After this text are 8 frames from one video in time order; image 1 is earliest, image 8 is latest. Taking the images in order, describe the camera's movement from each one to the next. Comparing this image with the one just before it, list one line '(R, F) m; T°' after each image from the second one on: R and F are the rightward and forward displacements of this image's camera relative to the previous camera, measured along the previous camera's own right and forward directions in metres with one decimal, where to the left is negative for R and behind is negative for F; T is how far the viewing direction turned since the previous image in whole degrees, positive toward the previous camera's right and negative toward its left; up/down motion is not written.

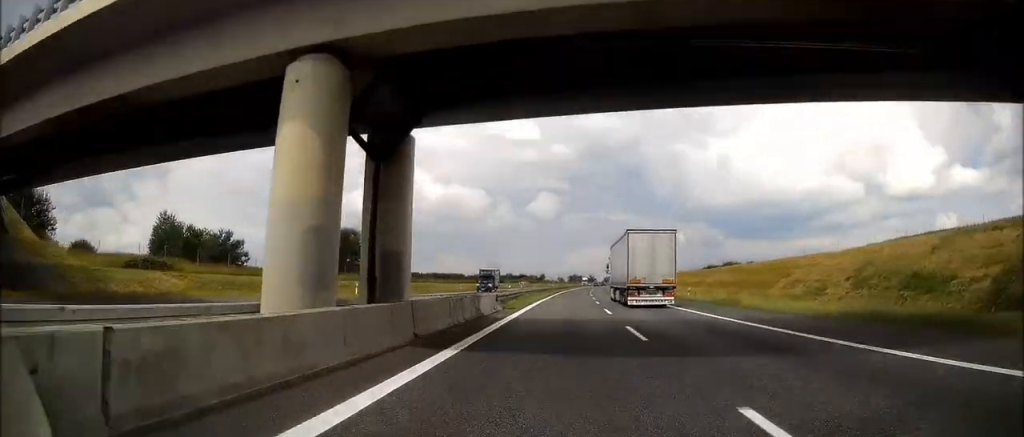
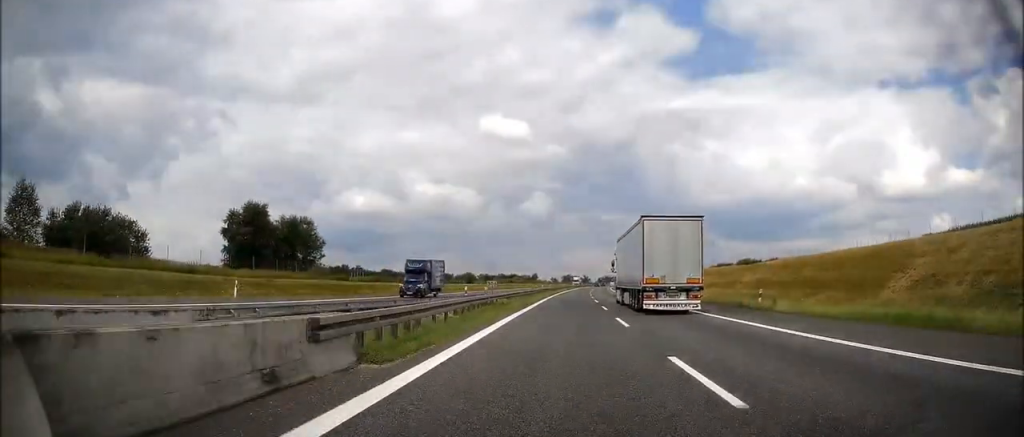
(+0.1, +19.7) m; 0°
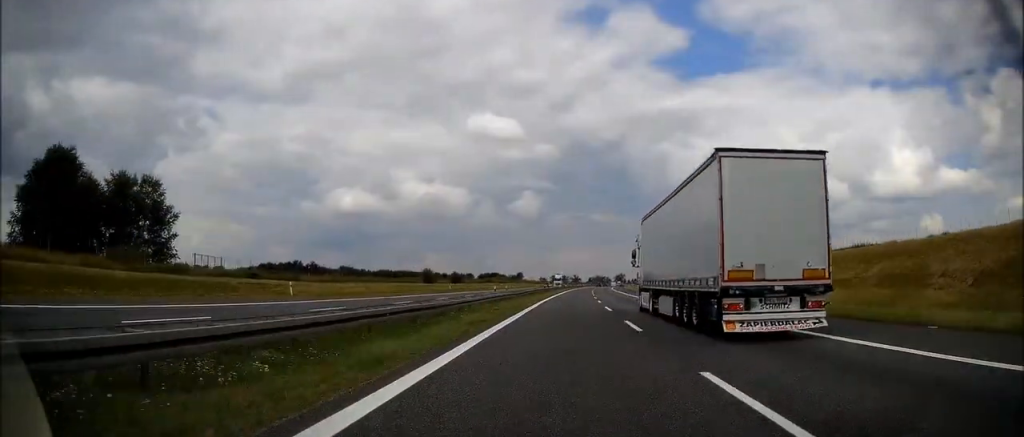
(+0.4, +38.2) m; +1°
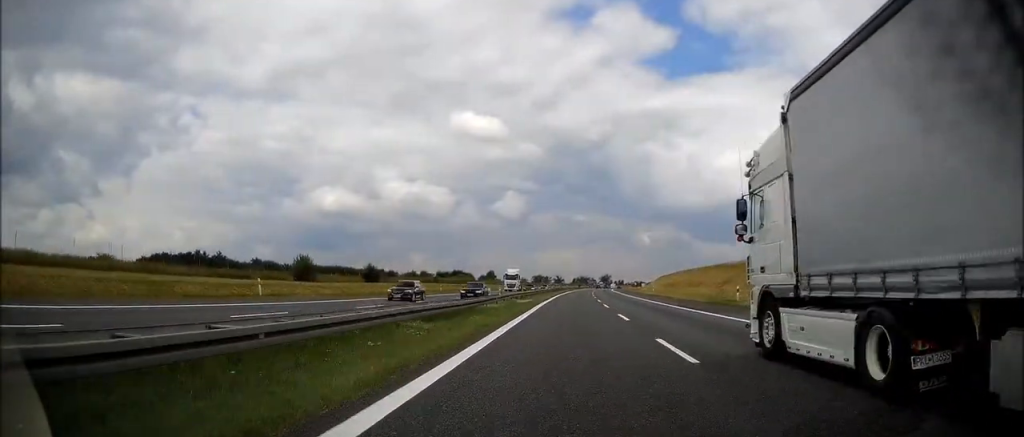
(+0.6, +54.2) m; +2°
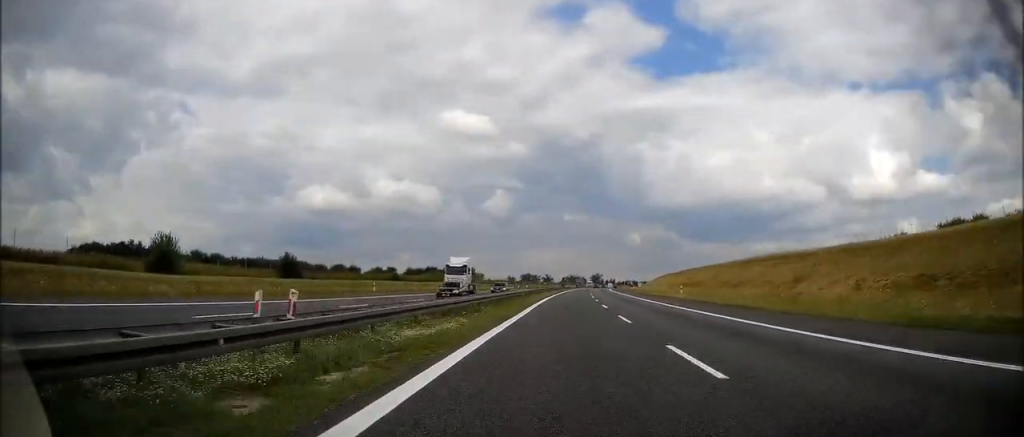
(+0.3, +25.9) m; +1°
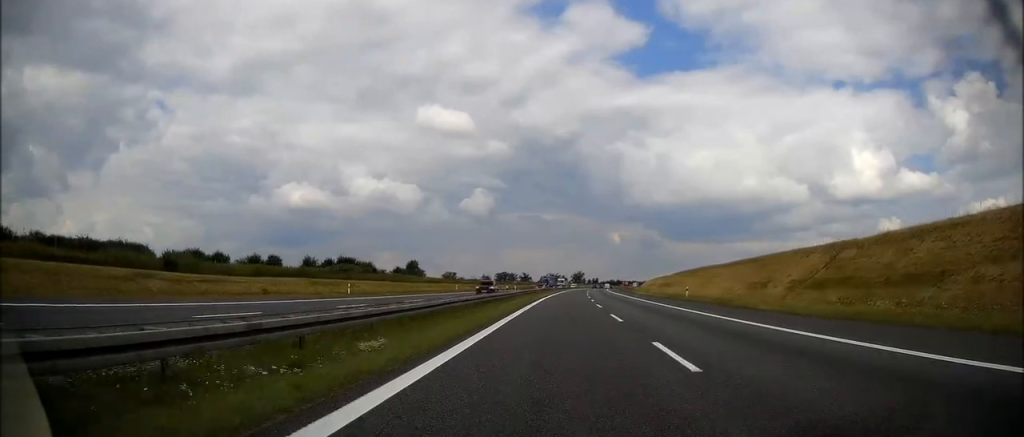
(+1.3, +59.4) m; +2°
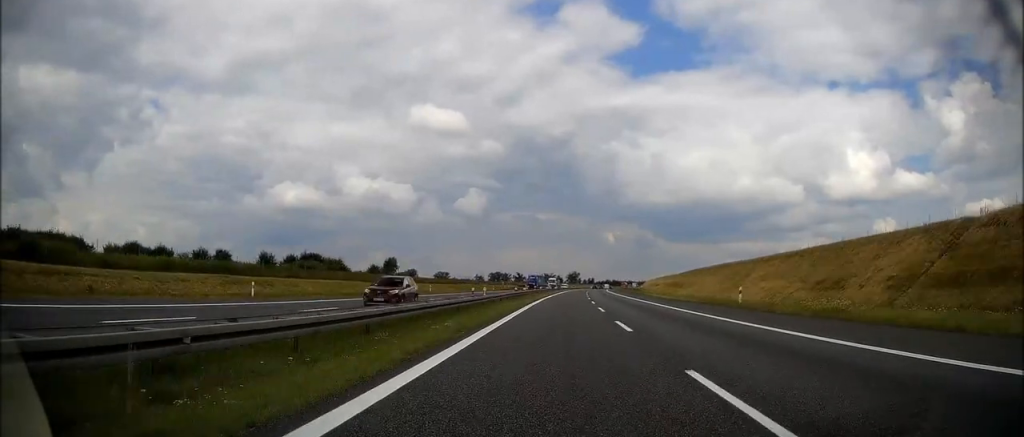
(+0.1, +16.1) m; 0°
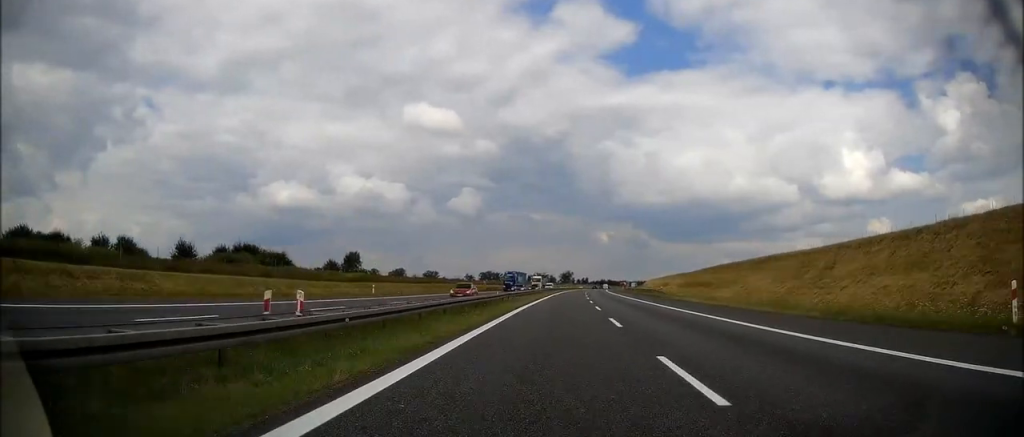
(+0.1, +22.3) m; 0°
